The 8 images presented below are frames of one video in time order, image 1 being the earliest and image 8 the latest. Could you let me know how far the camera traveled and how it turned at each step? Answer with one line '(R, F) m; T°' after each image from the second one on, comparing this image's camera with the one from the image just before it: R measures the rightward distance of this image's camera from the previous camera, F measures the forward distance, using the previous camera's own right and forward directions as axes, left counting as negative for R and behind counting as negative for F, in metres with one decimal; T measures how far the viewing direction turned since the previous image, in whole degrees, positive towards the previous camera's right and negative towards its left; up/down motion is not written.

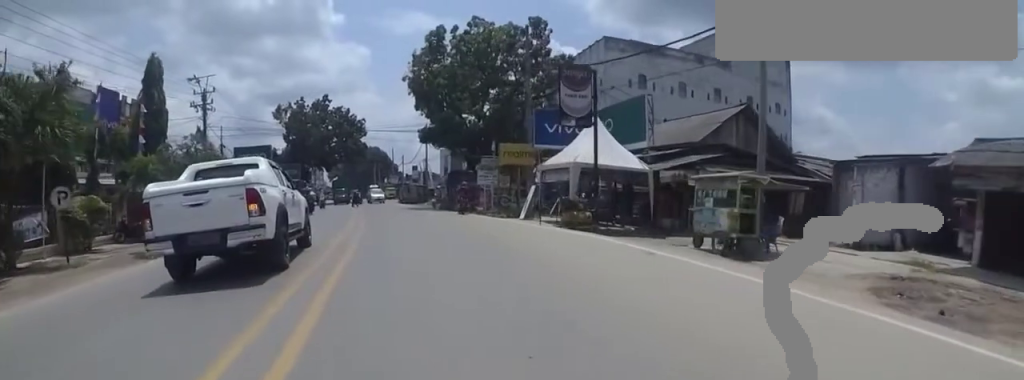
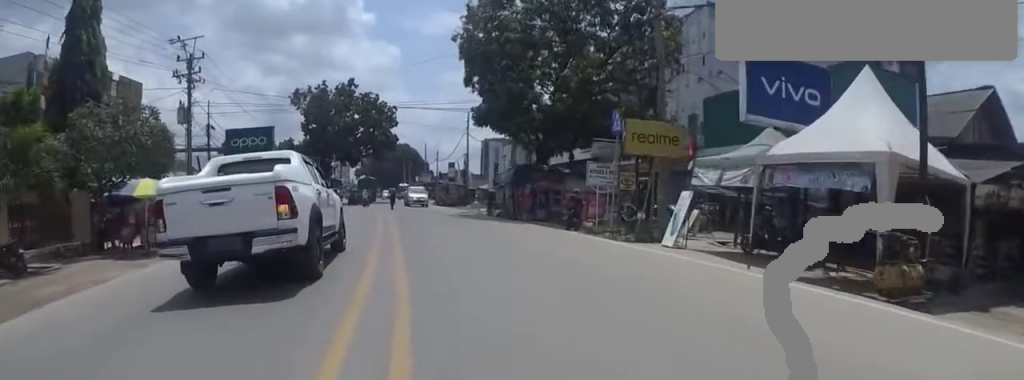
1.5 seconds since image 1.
(0.0, +9.0) m; 0°
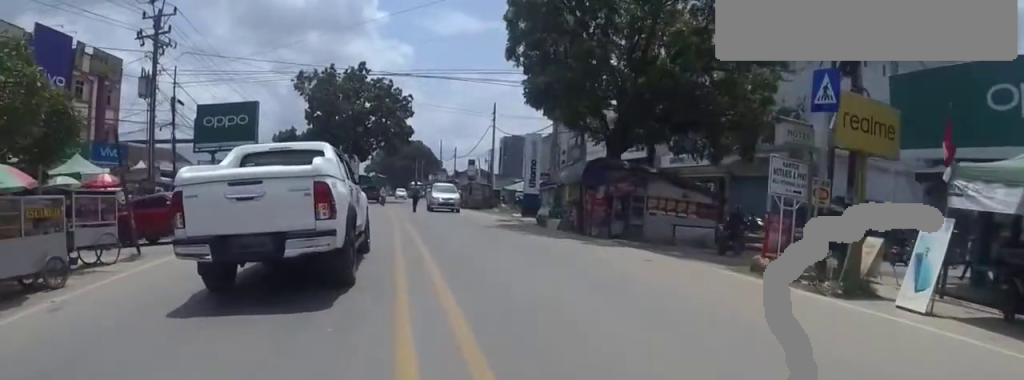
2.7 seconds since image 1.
(0.0, +6.5) m; 0°
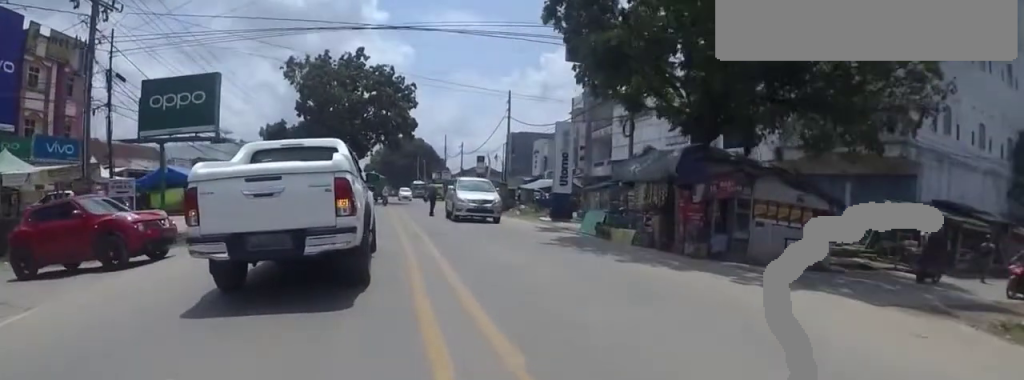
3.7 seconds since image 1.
(0.0, +5.3) m; 0°
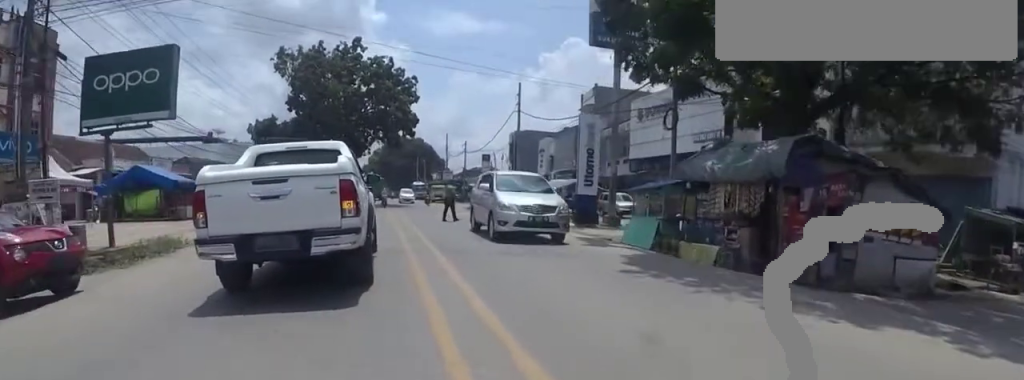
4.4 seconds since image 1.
(0.0, +3.4) m; 0°
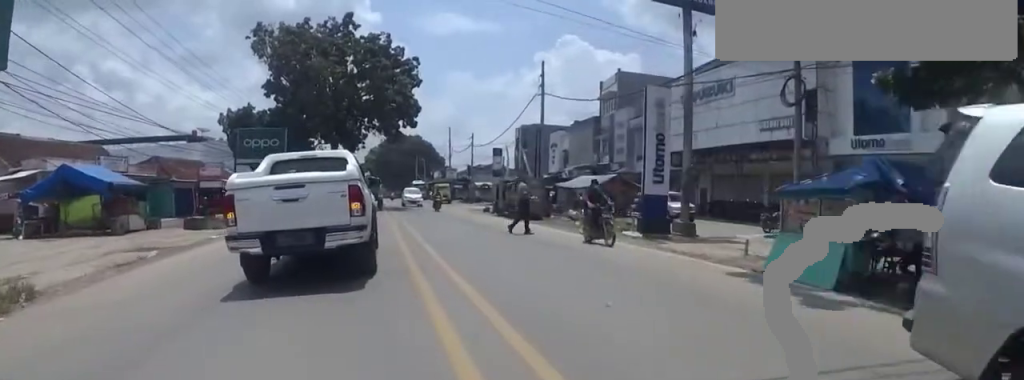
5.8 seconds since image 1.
(0.0, +6.6) m; 0°
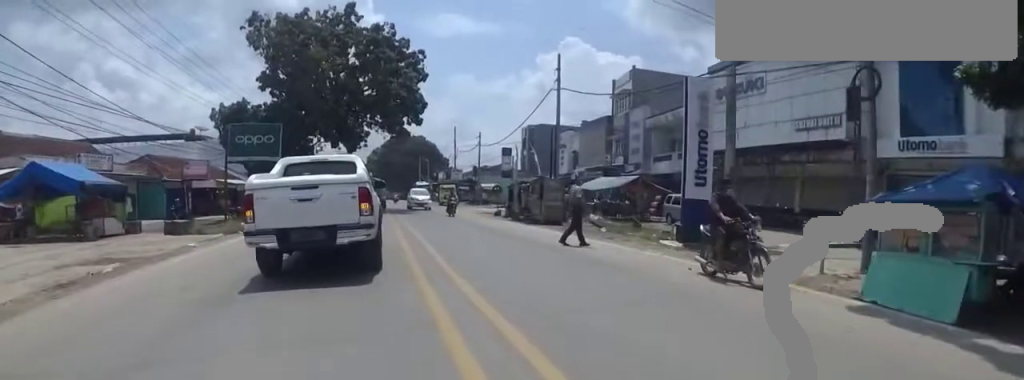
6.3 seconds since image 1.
(0.0, +2.3) m; 0°
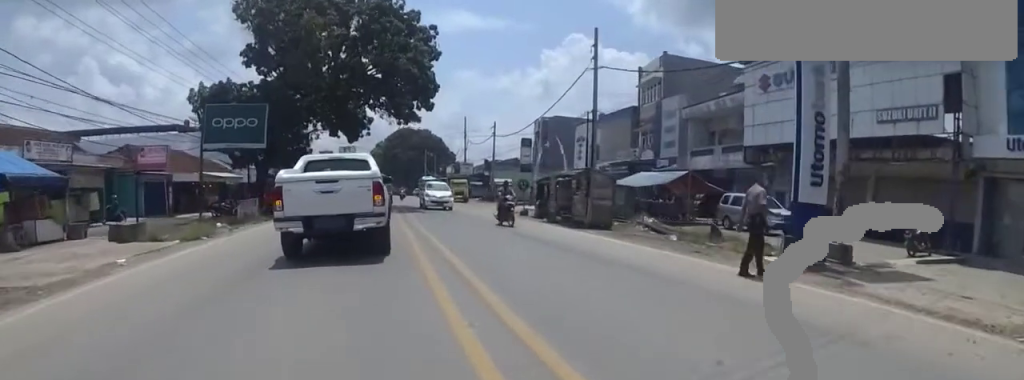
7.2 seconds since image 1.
(0.0, +4.7) m; -4°
